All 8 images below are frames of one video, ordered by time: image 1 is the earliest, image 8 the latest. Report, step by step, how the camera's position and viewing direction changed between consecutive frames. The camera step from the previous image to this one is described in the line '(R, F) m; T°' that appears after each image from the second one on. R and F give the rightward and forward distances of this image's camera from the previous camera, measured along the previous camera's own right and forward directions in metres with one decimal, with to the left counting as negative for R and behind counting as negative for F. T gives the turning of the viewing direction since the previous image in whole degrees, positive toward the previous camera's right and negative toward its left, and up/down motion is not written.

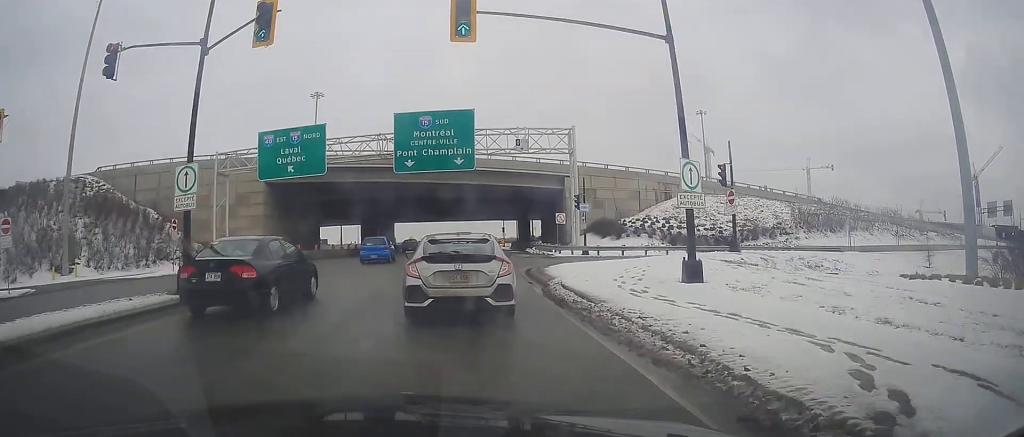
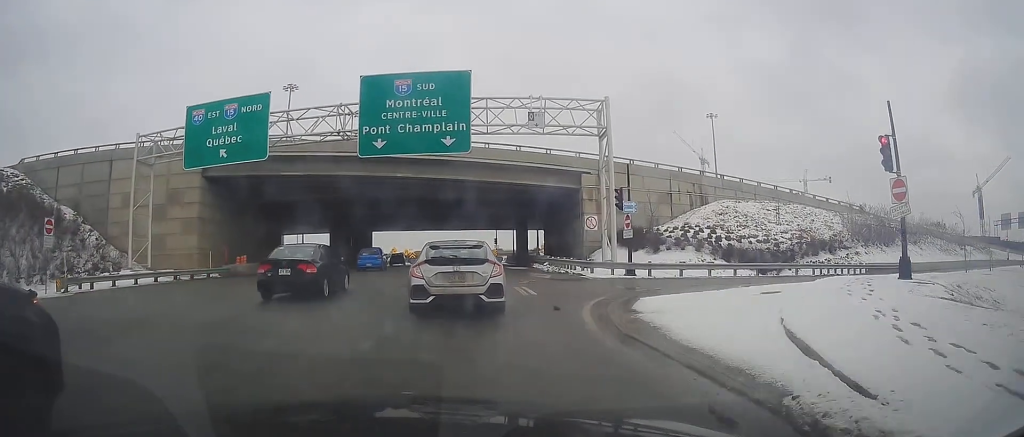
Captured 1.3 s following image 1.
(-0.2, +12.3) m; -2°
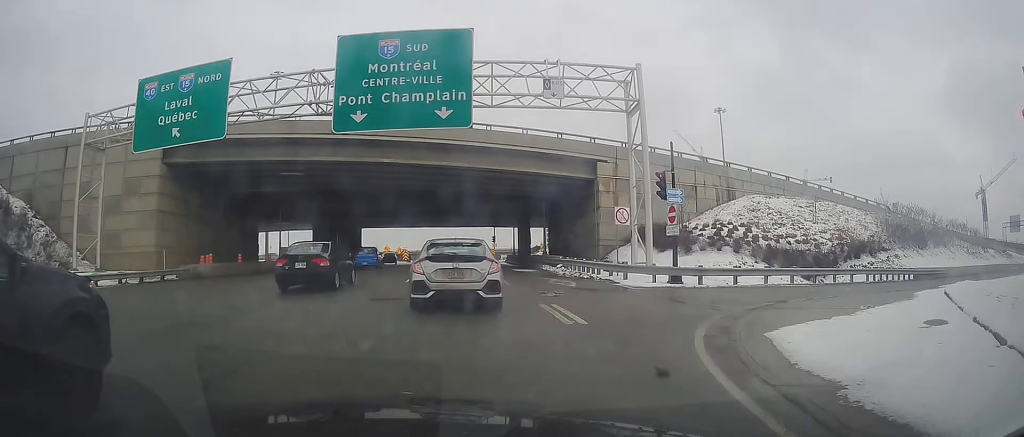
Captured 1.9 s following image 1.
(-0.2, +5.6) m; +1°
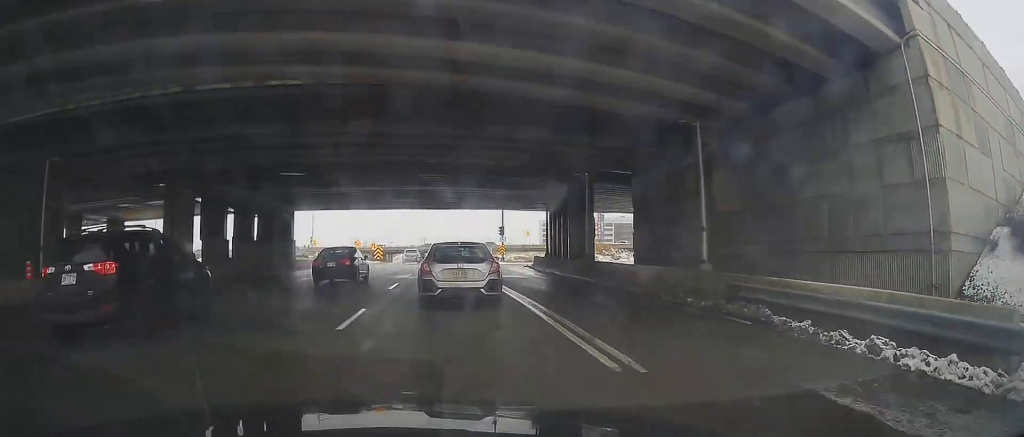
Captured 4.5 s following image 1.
(+1.5, +28.4) m; +3°
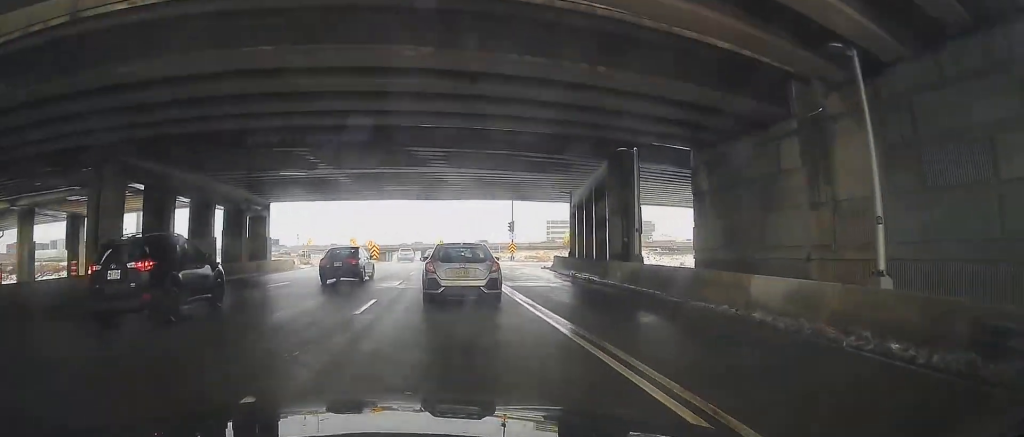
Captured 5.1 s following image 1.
(-0.2, +7.3) m; 0°
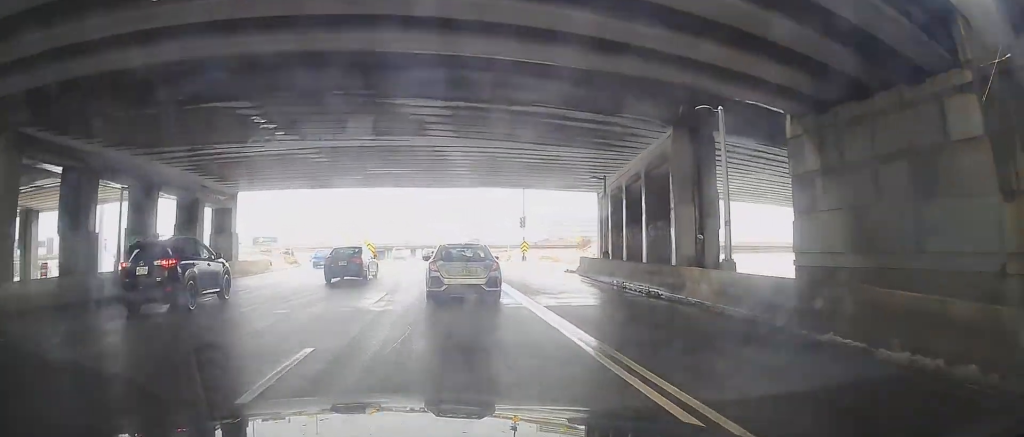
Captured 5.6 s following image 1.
(+0.2, +6.9) m; +1°
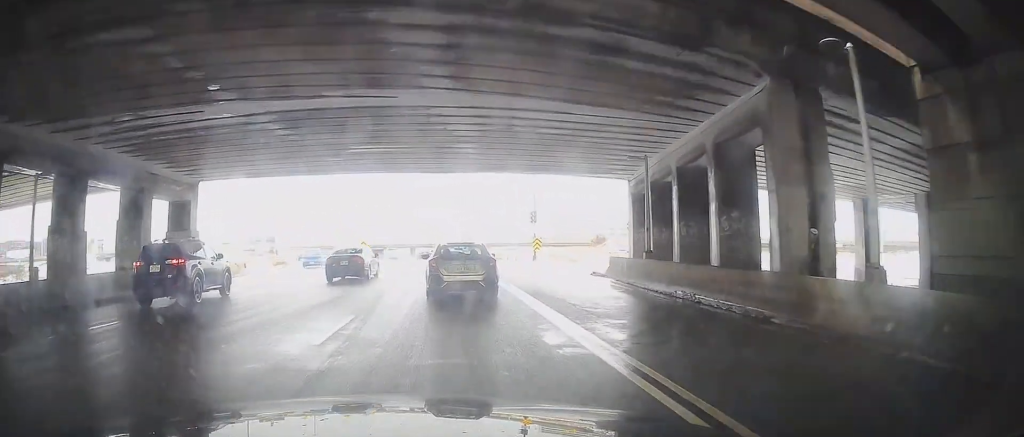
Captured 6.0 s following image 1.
(+0.1, +5.6) m; +1°
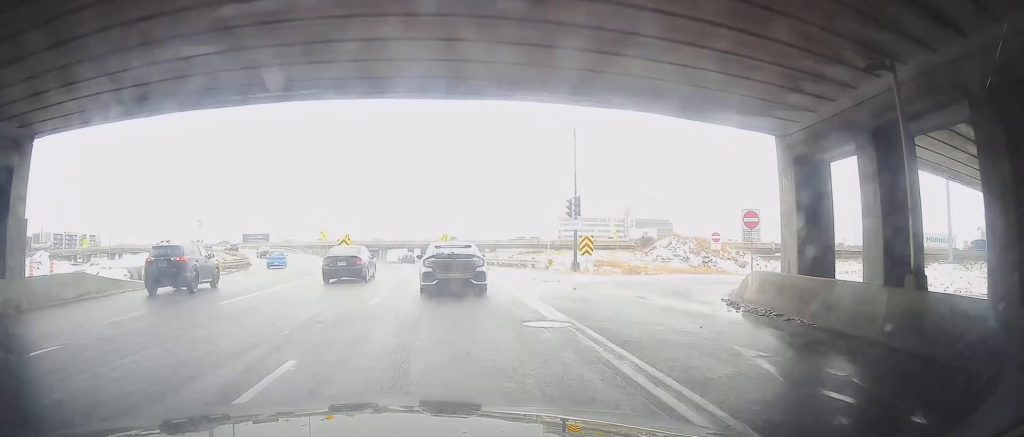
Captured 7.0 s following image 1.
(0.0, +13.4) m; +1°
